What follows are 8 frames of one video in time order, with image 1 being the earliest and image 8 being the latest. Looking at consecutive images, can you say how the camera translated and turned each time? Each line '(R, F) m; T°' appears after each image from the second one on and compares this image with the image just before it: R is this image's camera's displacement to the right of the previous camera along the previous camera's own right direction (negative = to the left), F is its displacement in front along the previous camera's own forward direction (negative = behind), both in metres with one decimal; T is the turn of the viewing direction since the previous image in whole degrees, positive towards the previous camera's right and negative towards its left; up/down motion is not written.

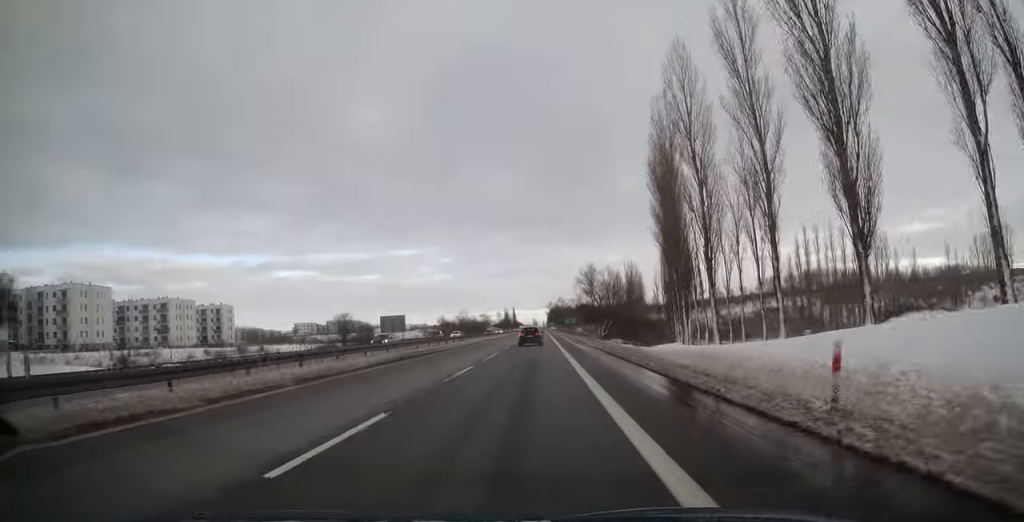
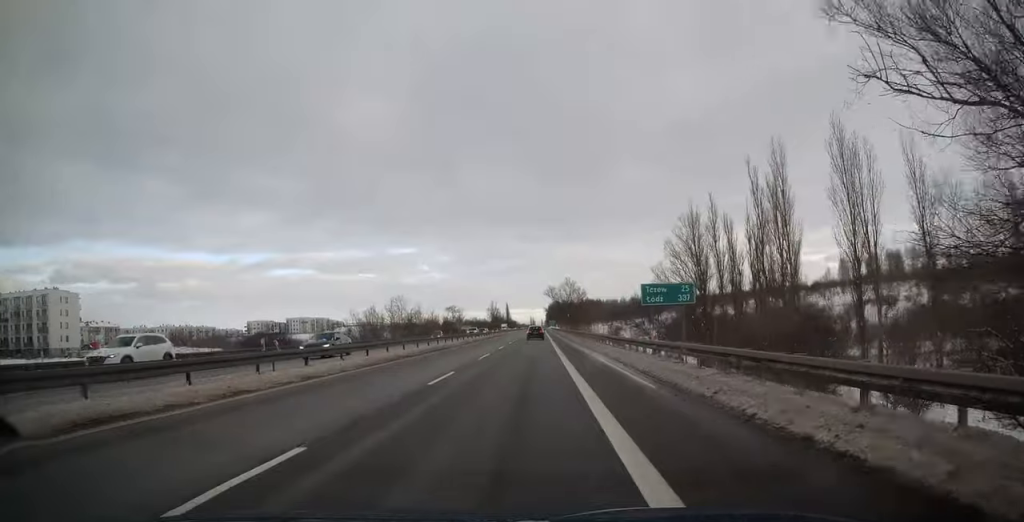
(-0.3, +86.5) m; 0°
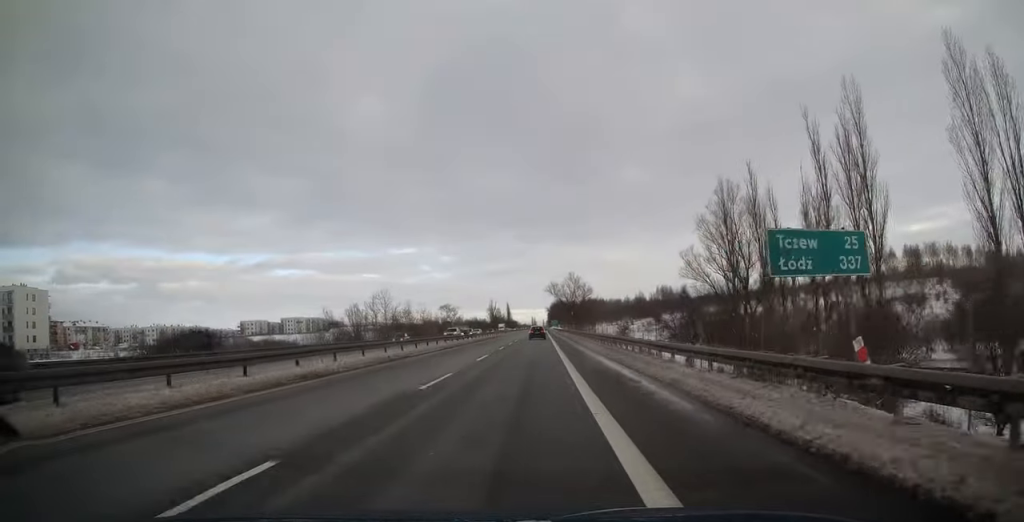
(0.0, +12.9) m; 0°
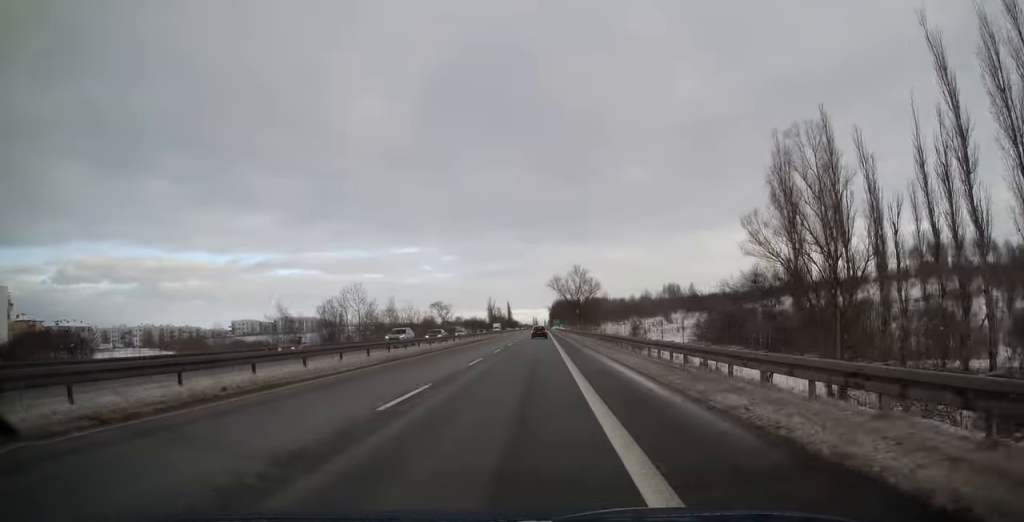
(+0.2, +15.6) m; +1°
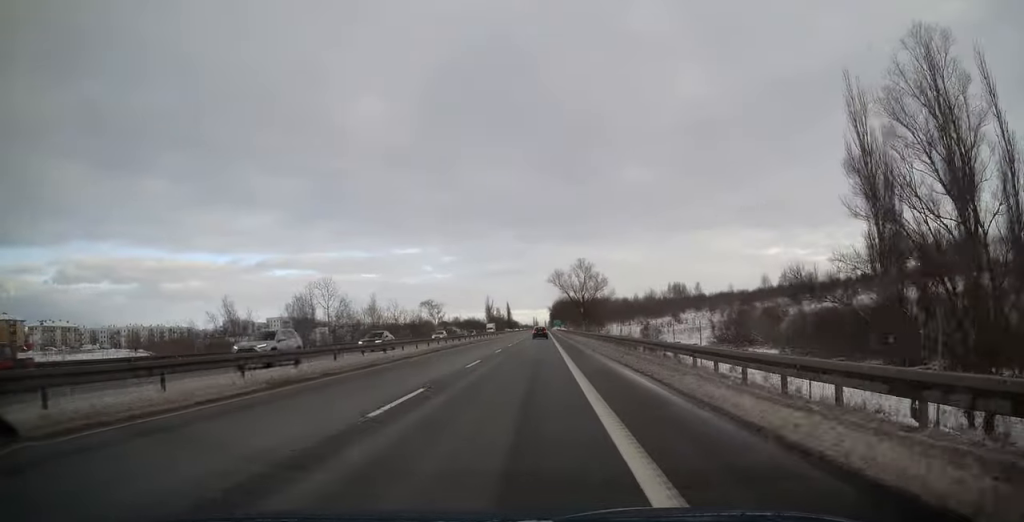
(0.0, +12.9) m; 0°
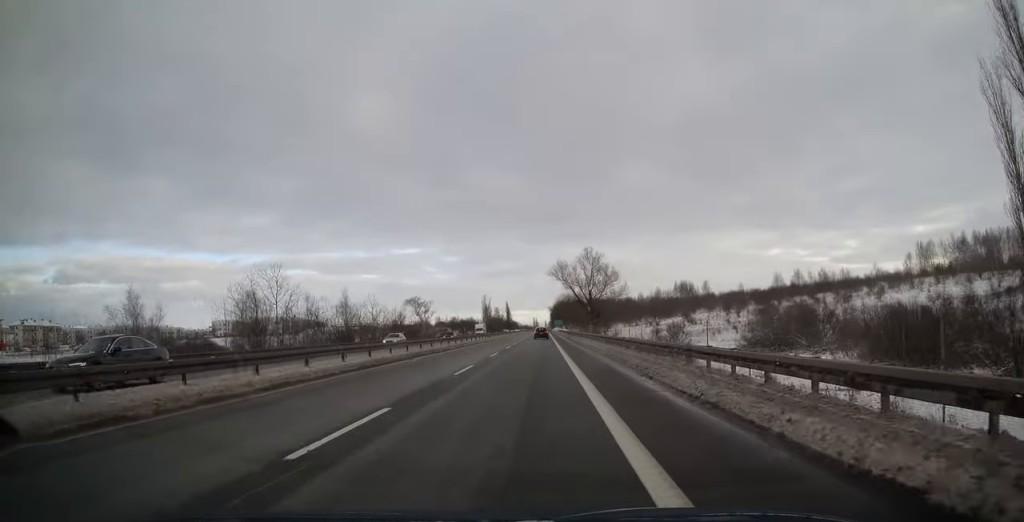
(+0.1, +15.1) m; -1°
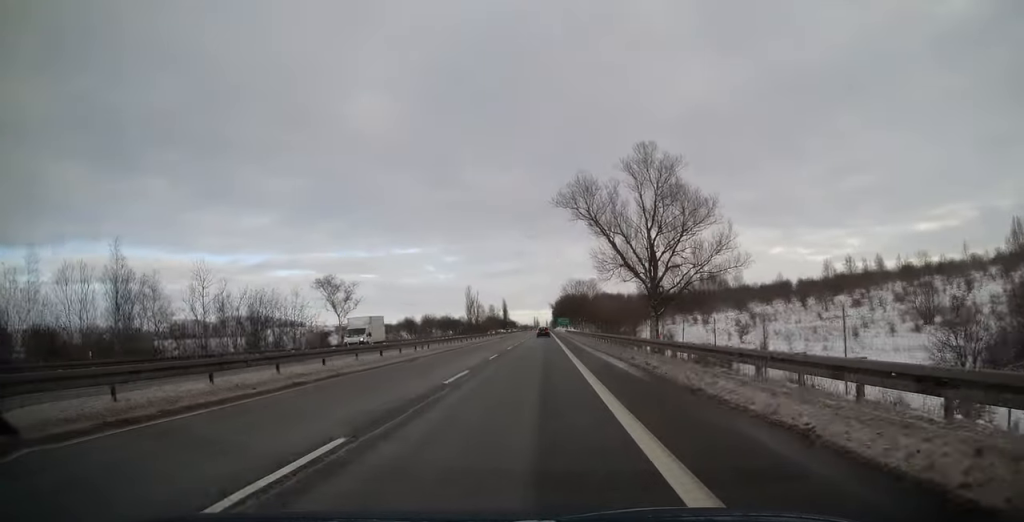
(-0.2, +50.9) m; 0°
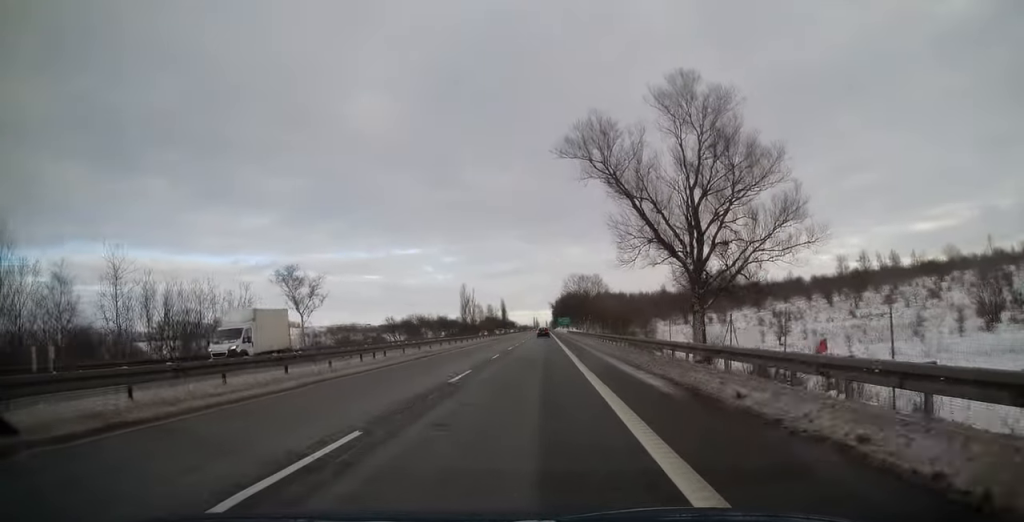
(+0.1, +11.5) m; 0°
